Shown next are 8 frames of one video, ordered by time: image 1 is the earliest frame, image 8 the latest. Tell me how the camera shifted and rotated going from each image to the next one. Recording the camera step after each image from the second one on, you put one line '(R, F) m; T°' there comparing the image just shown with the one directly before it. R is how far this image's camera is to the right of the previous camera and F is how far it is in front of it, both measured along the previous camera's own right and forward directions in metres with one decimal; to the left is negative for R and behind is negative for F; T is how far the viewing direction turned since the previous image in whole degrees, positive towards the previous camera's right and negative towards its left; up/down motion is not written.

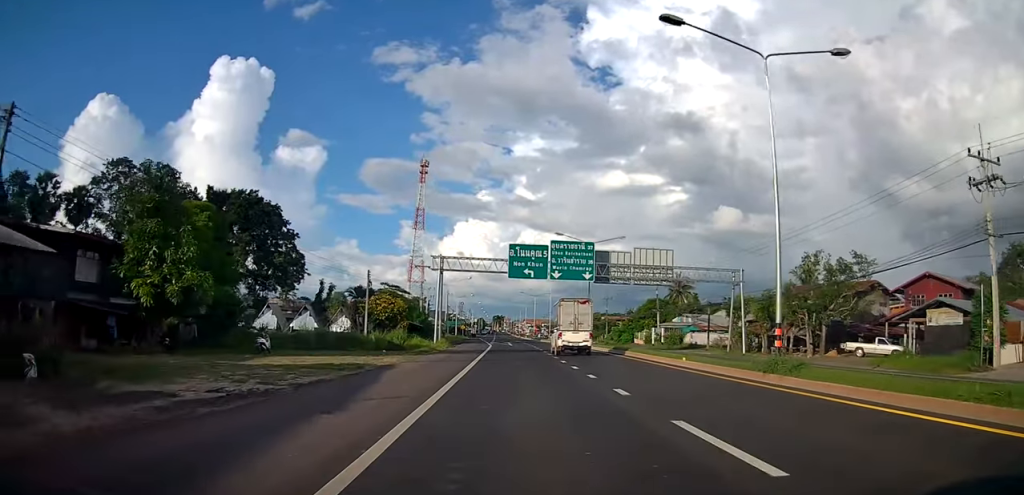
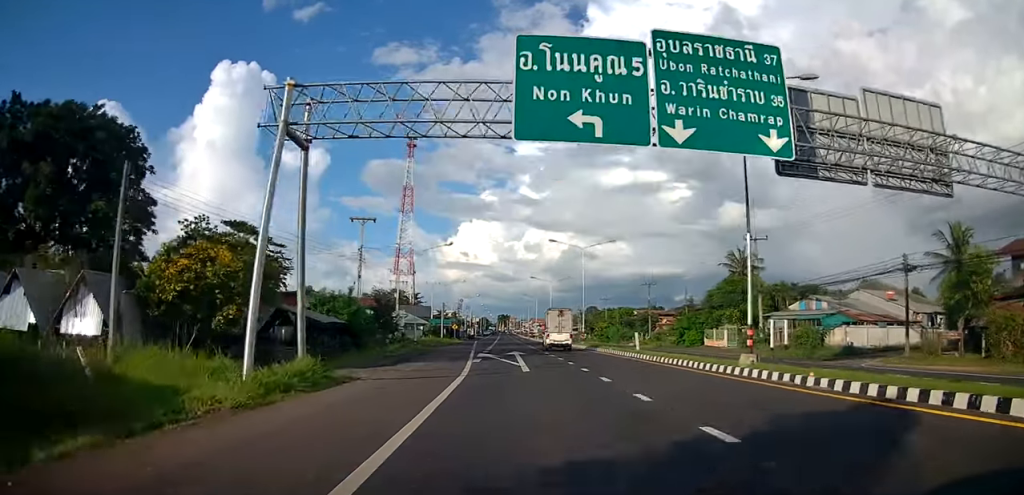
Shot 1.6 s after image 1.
(+0.1, +32.9) m; +2°
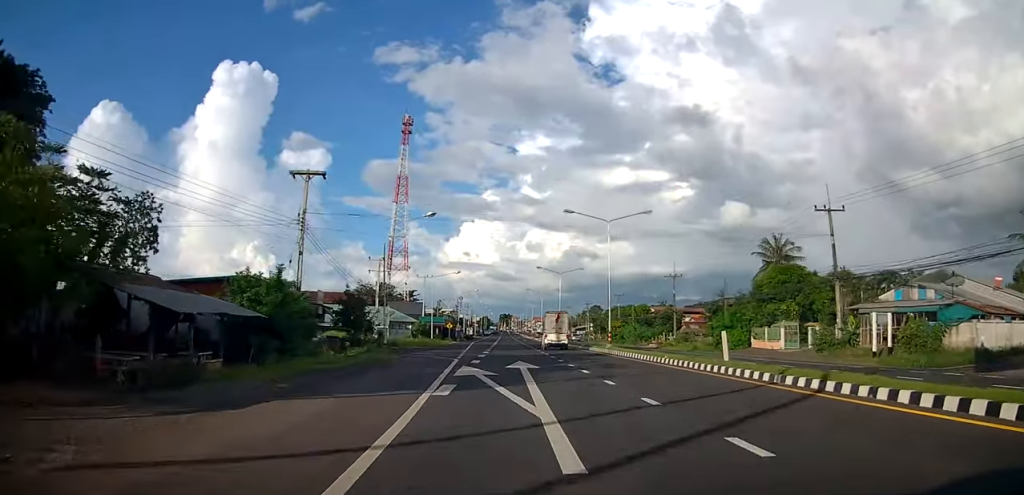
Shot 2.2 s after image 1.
(+0.5, +12.6) m; 0°
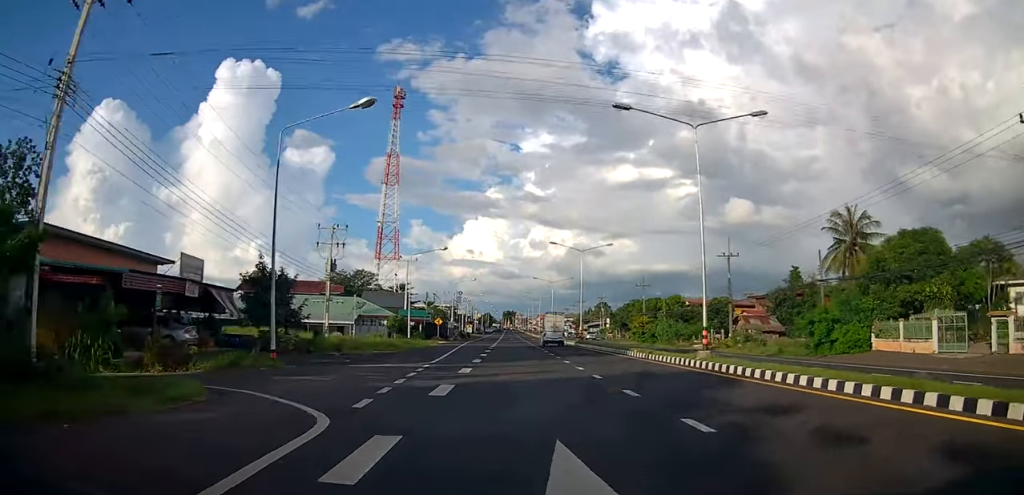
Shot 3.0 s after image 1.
(-0.6, +18.6) m; -2°
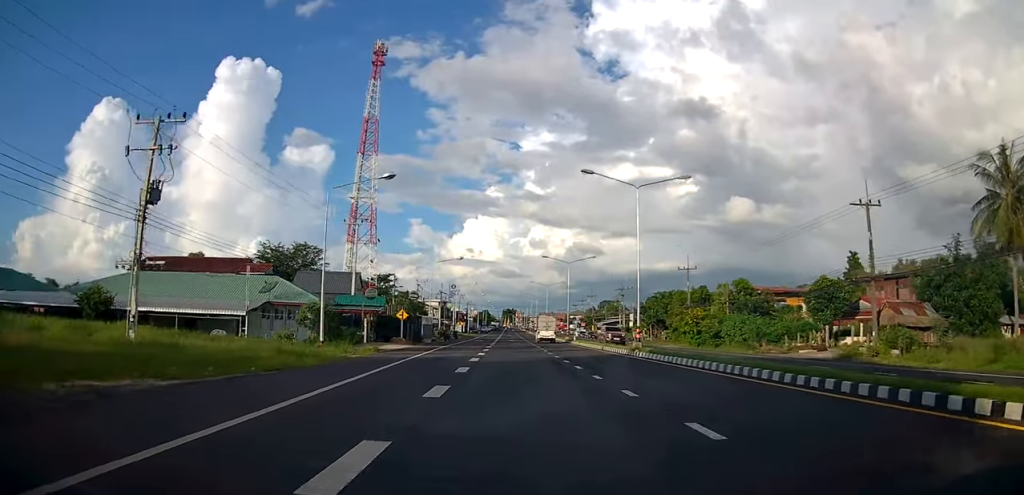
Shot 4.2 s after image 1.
(-0.2, +24.5) m; 0°
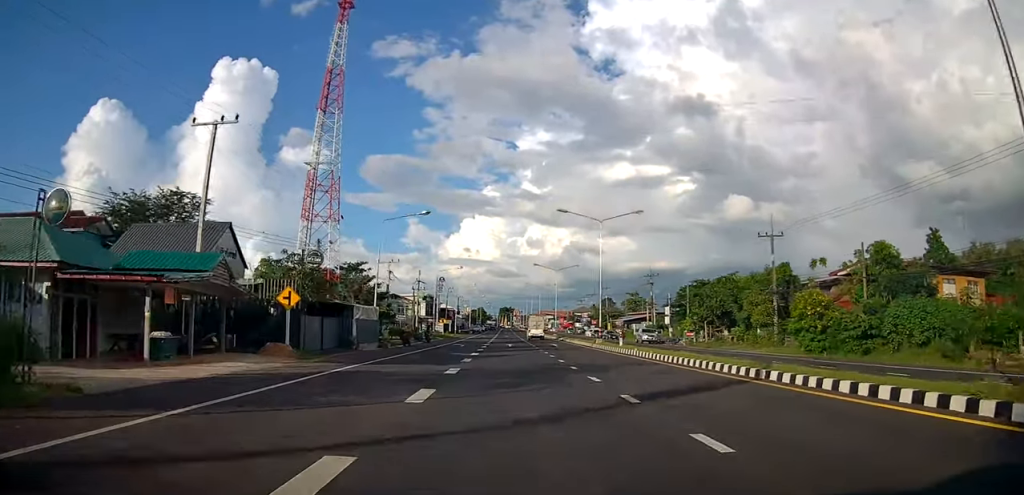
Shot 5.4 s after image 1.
(0.0, +24.9) m; 0°
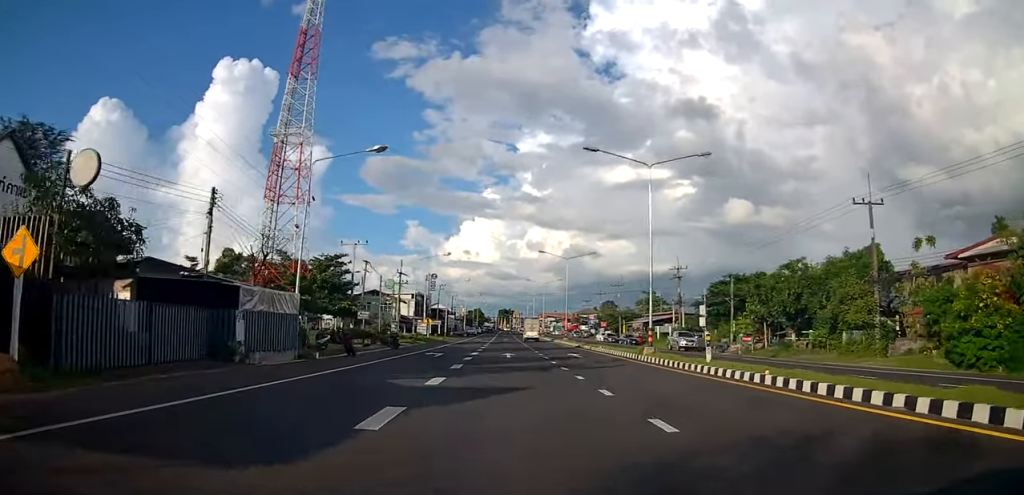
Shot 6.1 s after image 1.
(0.0, +15.1) m; 0°
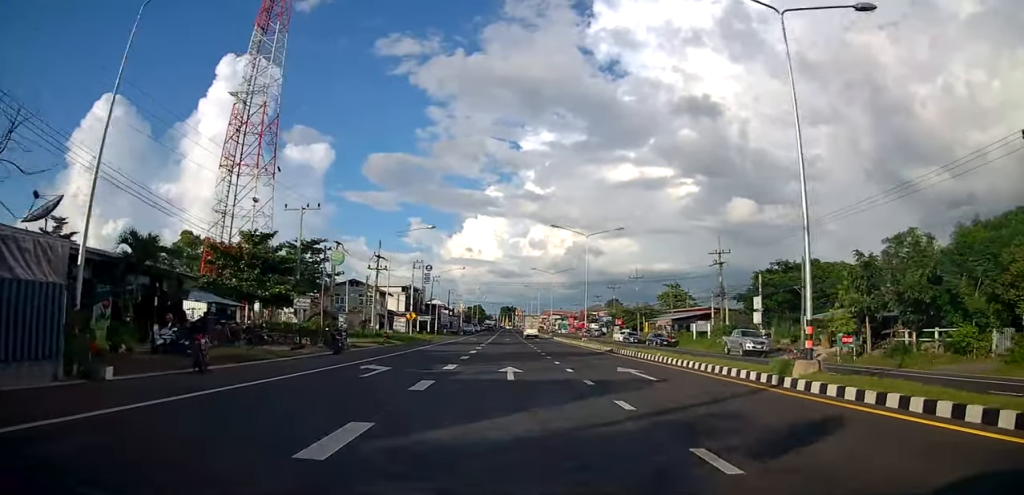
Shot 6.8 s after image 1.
(0.0, +14.0) m; +1°
